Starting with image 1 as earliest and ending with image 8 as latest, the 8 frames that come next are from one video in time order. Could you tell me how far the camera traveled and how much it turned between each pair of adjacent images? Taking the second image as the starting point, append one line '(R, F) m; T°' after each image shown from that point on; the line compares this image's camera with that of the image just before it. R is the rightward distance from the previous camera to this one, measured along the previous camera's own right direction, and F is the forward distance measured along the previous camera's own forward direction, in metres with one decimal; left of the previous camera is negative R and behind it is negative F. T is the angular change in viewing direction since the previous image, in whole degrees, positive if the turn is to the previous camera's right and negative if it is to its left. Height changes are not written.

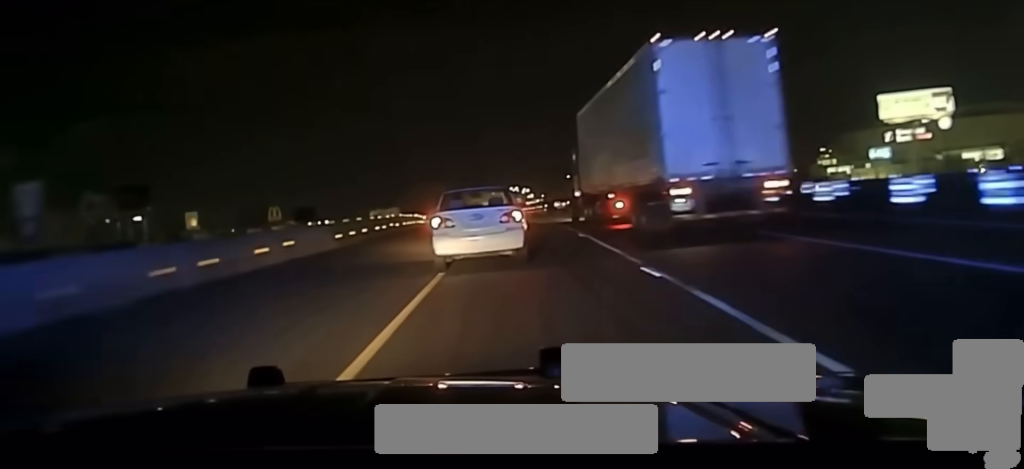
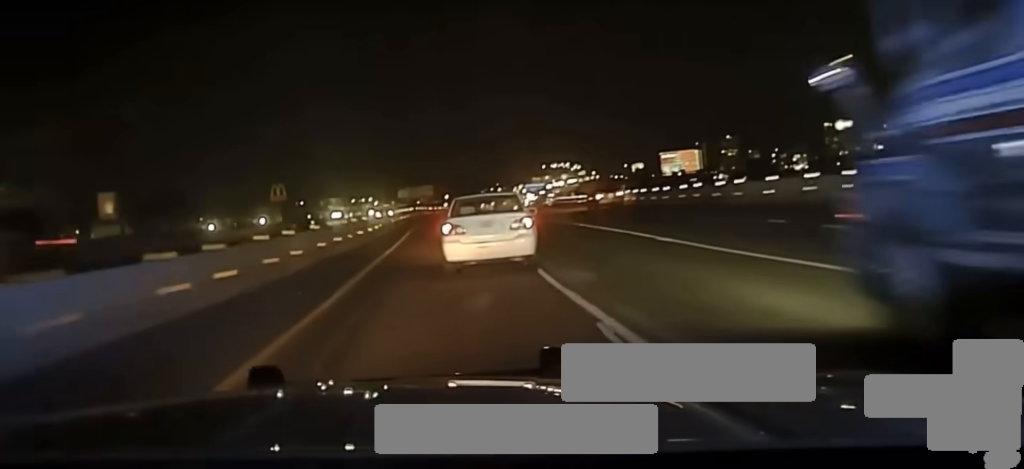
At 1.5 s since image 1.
(-1.1, +64.1) m; -3°
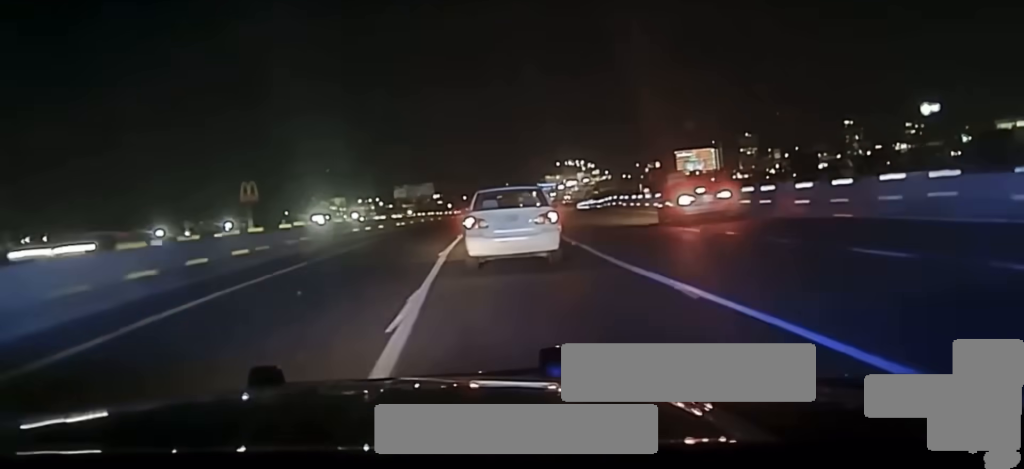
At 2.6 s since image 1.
(-0.9, +45.9) m; -1°
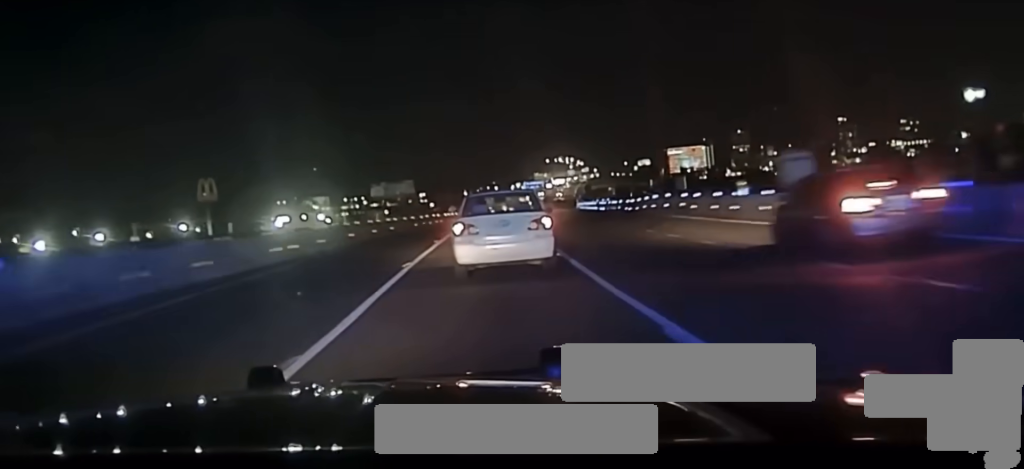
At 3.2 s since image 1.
(0.0, +25.7) m; 0°
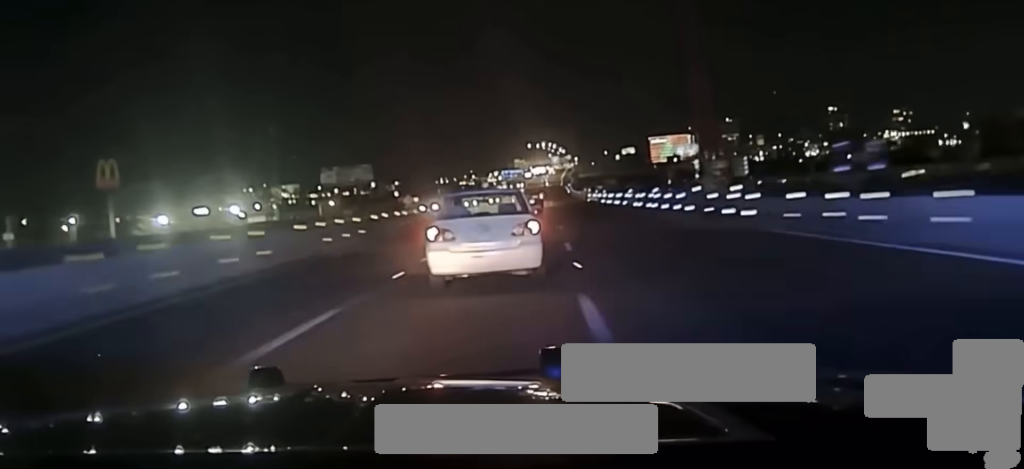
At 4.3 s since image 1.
(+0.1, +48.8) m; +1°
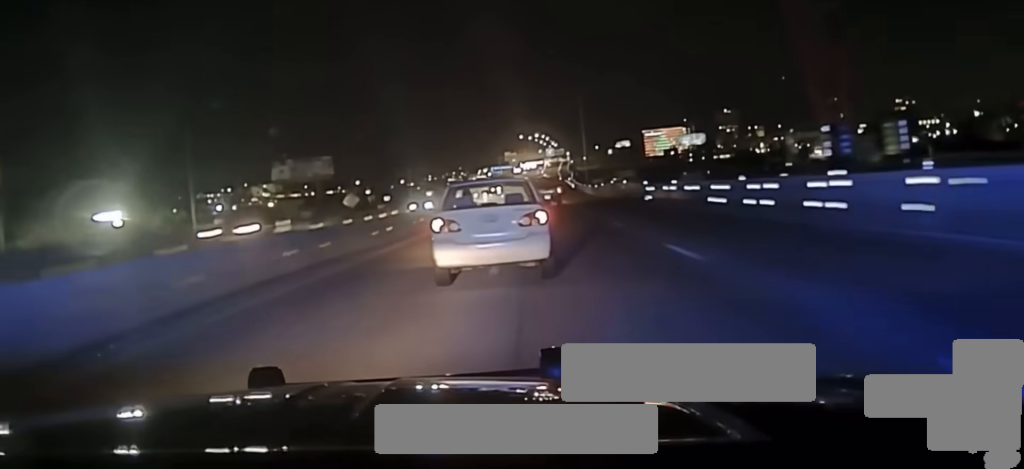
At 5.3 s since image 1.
(+0.6, +42.7) m; +1°
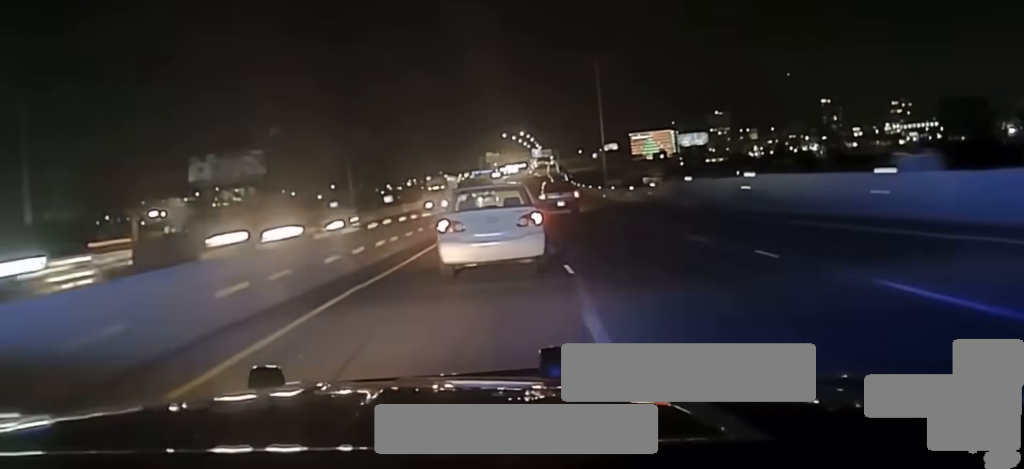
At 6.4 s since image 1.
(+0.3, +45.0) m; +1°
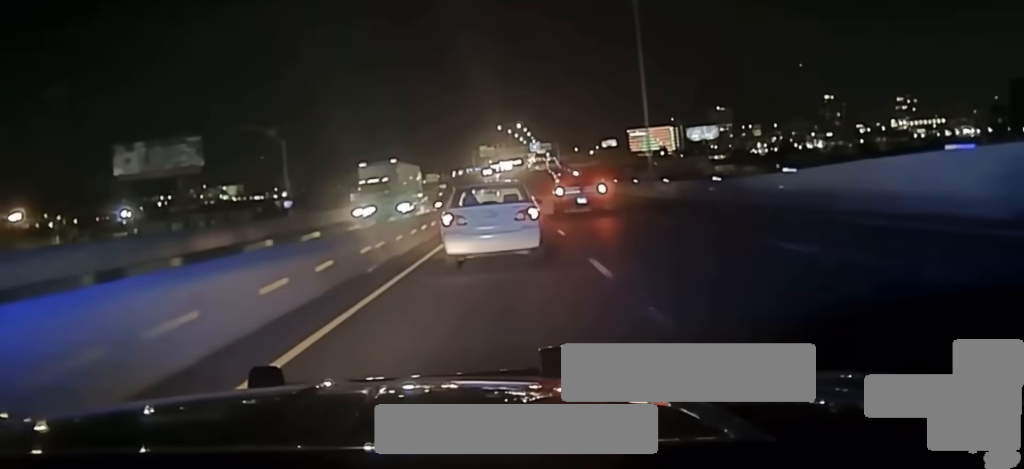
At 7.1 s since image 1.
(+0.2, +31.5) m; +1°
